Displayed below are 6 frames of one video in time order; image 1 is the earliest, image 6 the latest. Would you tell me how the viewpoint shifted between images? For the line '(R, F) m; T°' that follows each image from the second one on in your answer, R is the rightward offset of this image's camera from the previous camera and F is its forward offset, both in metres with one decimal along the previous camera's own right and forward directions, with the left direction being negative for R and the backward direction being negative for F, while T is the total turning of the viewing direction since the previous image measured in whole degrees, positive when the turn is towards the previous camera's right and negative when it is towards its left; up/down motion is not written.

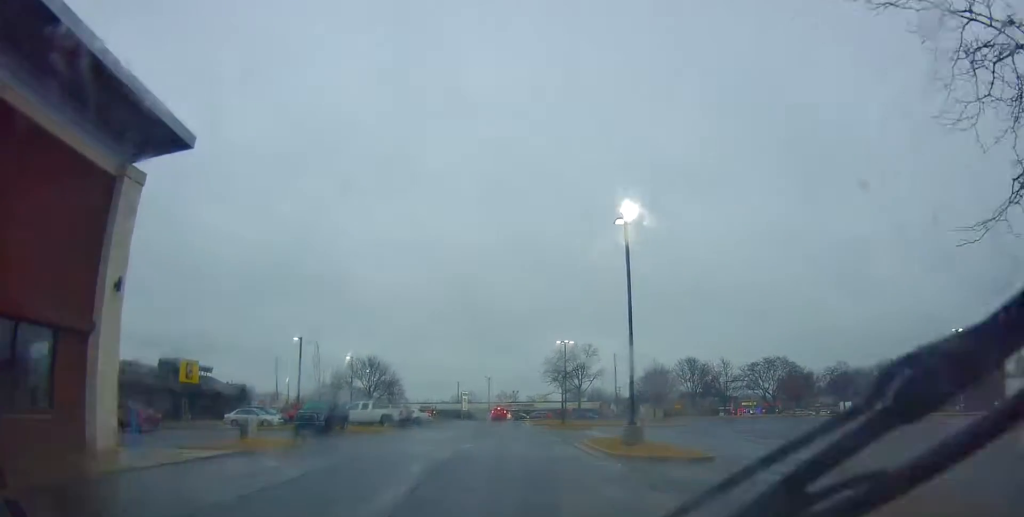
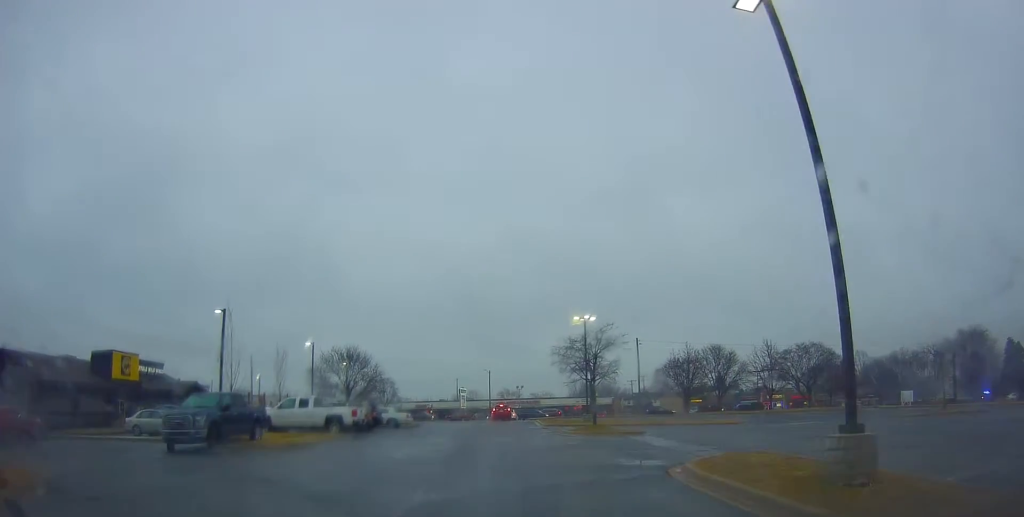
(-0.1, +13.8) m; +2°
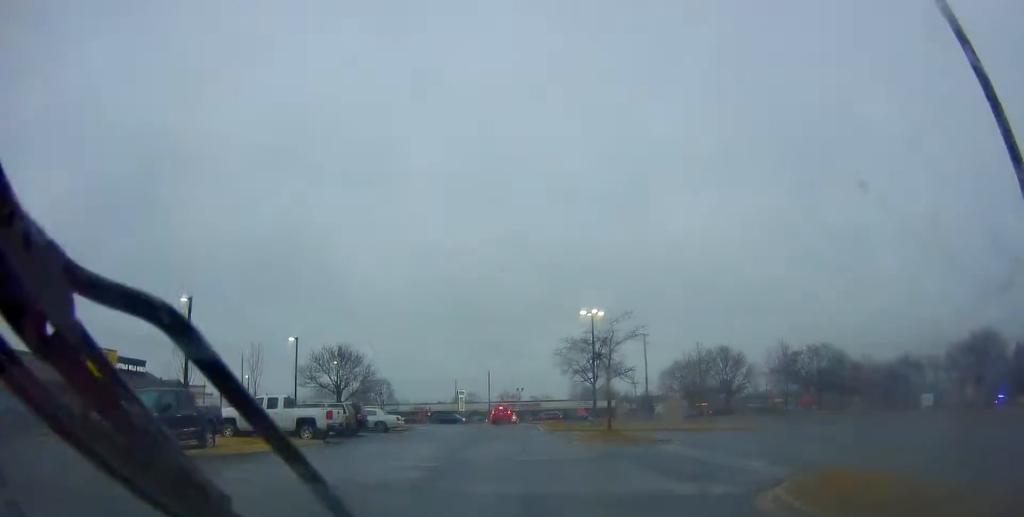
(+0.3, +4.1) m; 0°
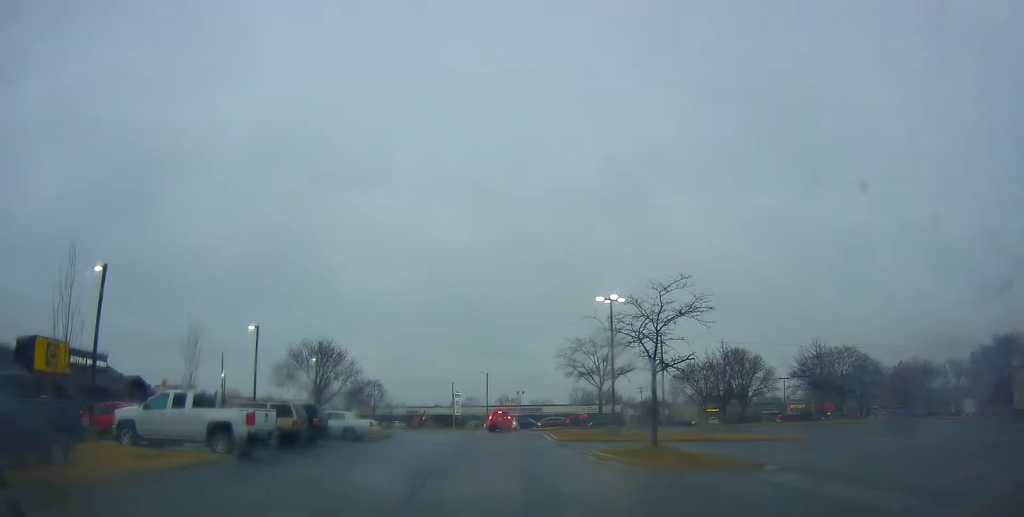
(-0.4, +8.0) m; -7°
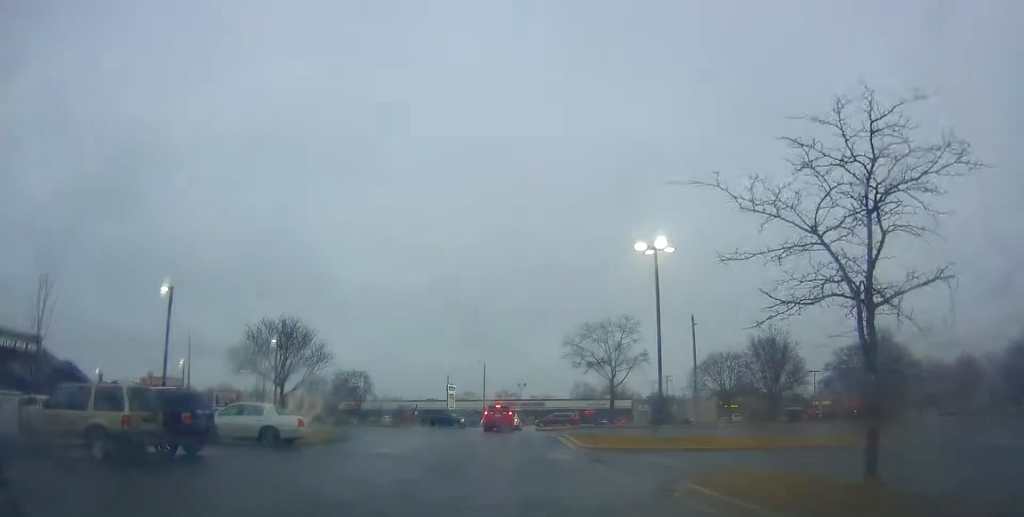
(-0.5, +11.3) m; +1°
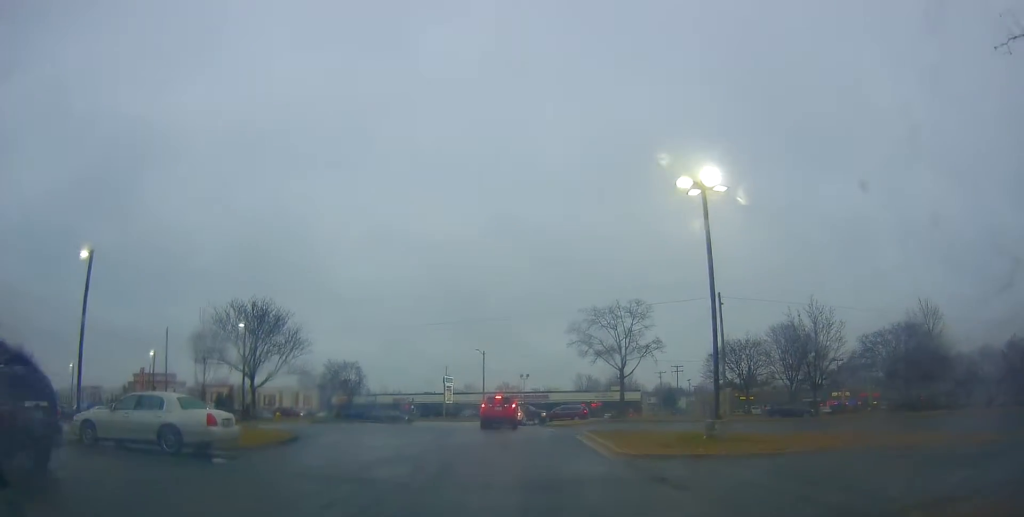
(+0.3, +6.9) m; +3°
